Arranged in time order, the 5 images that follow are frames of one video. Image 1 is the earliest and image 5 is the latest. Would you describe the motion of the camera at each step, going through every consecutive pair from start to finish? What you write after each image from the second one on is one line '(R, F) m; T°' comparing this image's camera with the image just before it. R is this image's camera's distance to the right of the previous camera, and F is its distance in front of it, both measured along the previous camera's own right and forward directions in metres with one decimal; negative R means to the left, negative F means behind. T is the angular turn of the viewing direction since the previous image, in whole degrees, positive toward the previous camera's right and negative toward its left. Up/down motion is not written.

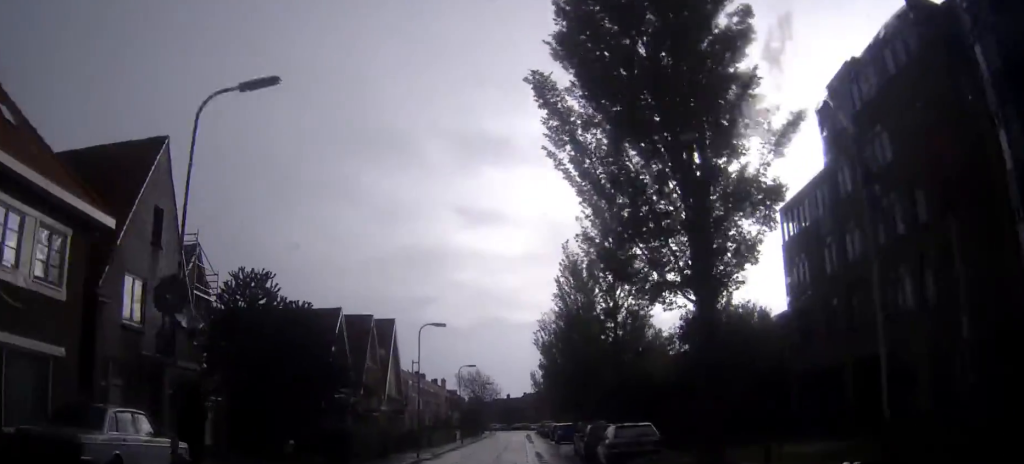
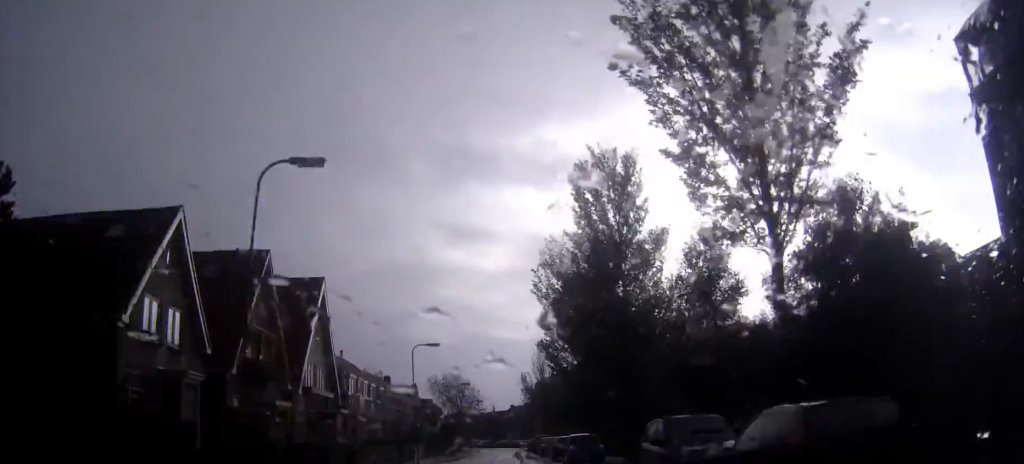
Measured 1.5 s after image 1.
(+0.1, +20.9) m; +1°
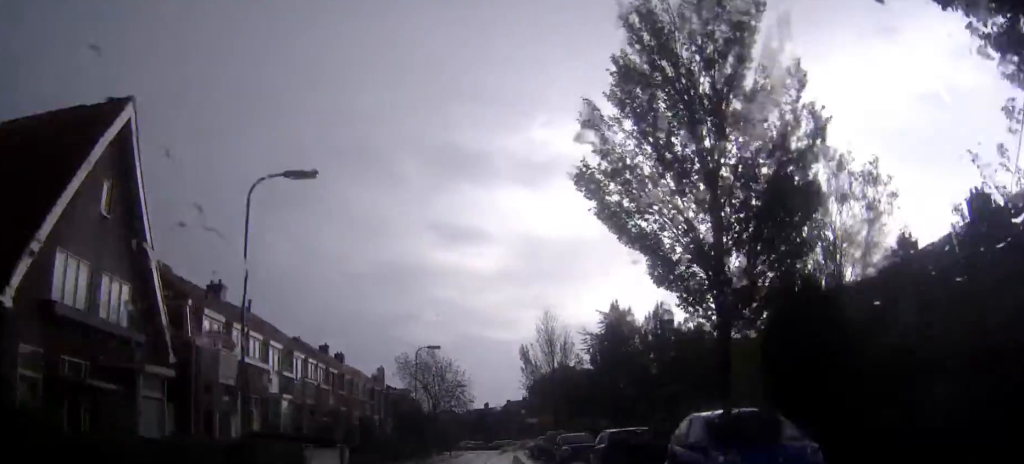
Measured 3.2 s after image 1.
(+0.2, +23.8) m; 0°
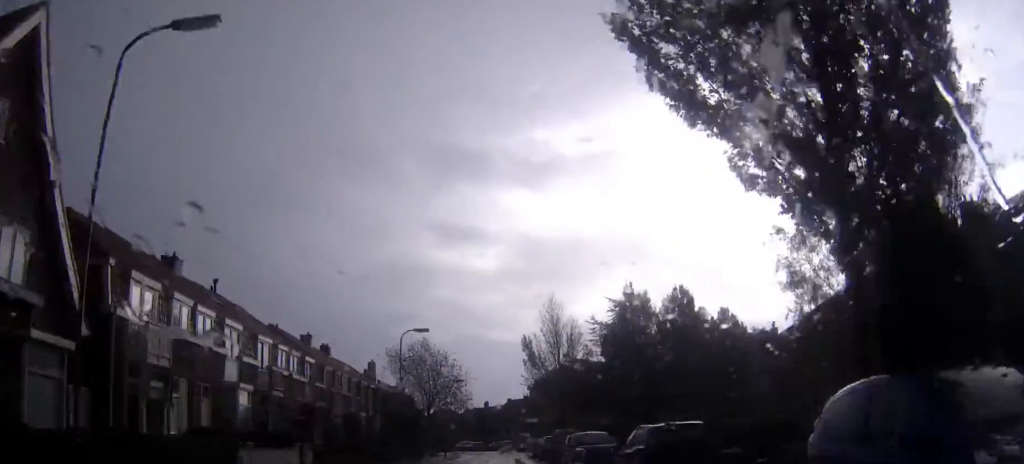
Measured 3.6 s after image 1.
(0.0, +5.7) m; 0°
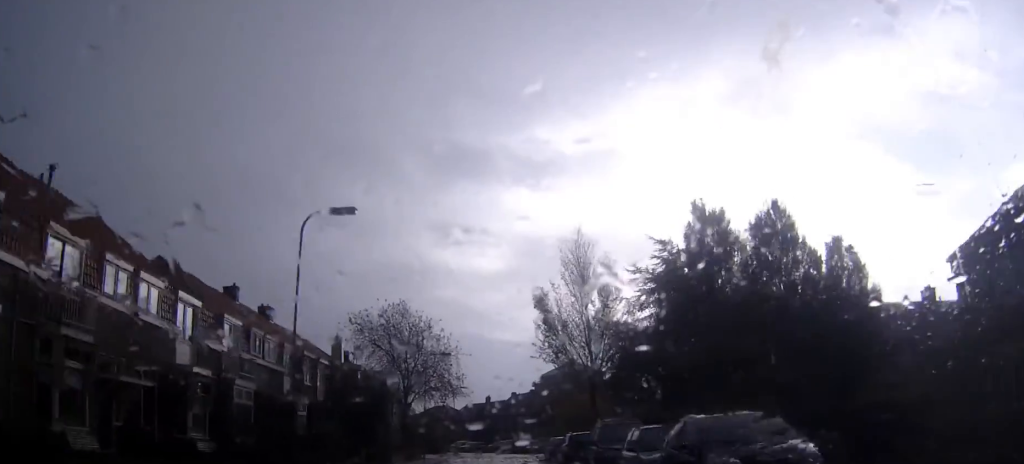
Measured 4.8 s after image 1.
(-0.1, +16.8) m; 0°
